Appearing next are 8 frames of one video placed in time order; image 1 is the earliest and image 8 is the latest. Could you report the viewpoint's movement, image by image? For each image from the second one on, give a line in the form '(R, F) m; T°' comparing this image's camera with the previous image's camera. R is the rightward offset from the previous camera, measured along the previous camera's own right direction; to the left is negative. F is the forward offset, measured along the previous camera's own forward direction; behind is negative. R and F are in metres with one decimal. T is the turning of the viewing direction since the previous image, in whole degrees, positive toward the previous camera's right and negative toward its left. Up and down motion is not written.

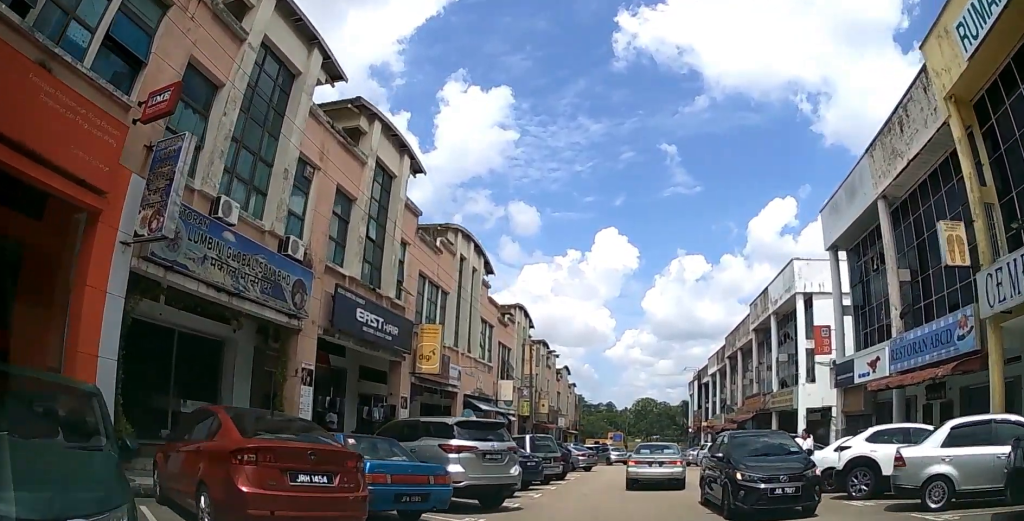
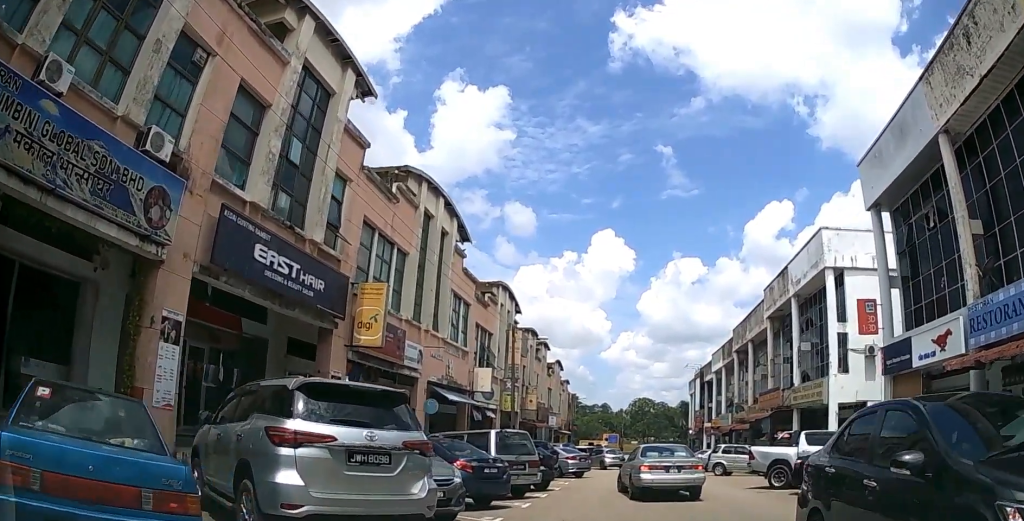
(0.0, +5.5) m; +2°
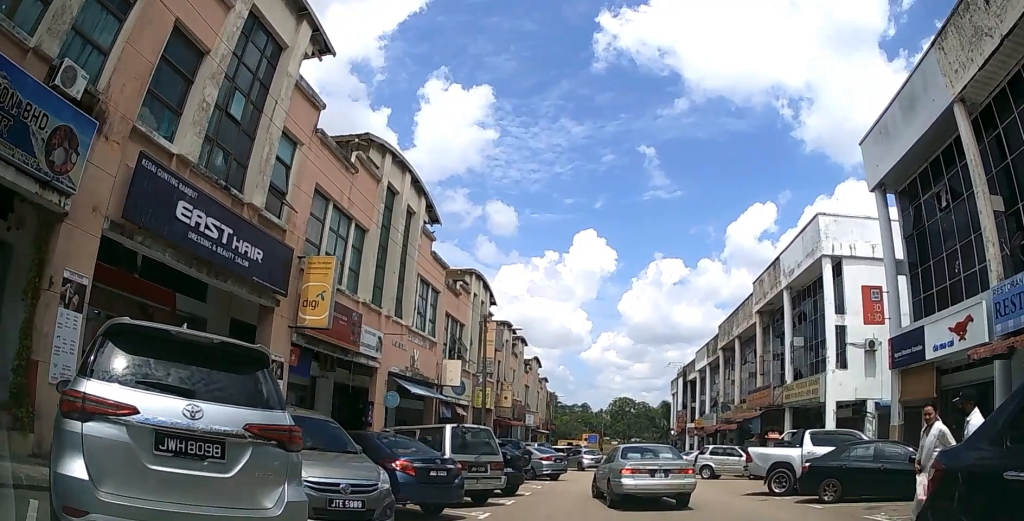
(+0.1, +2.0) m; +1°
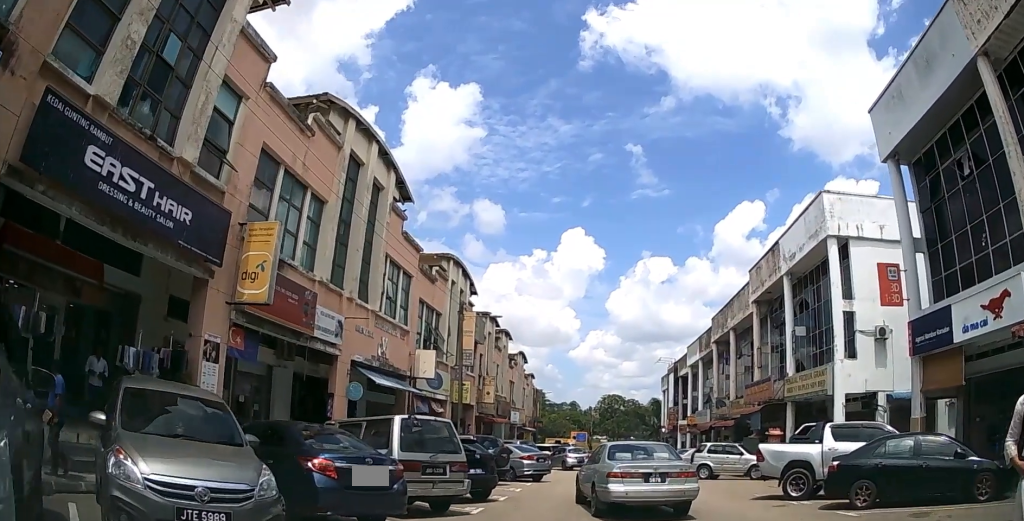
(0.0, +2.3) m; -1°
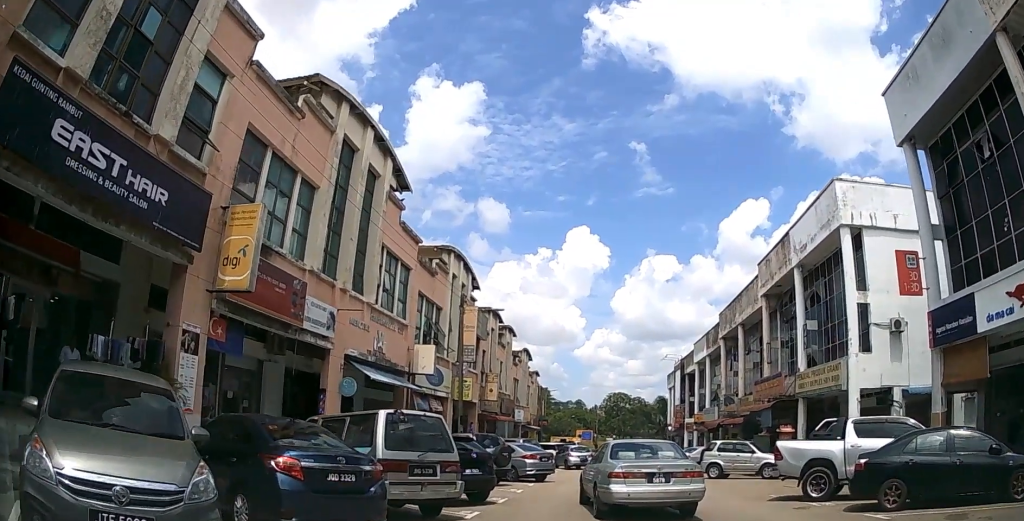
(0.0, +1.1) m; -2°
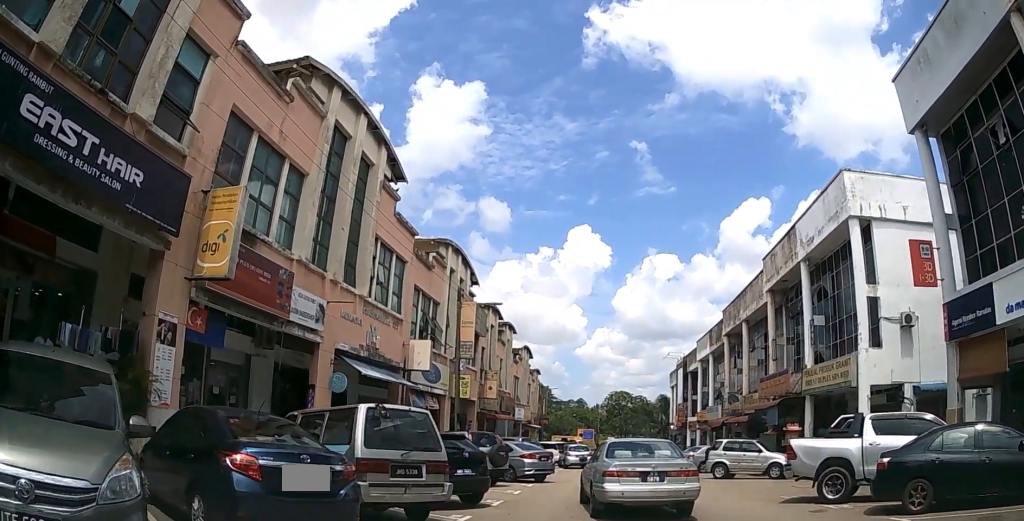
(0.0, +0.7) m; -1°
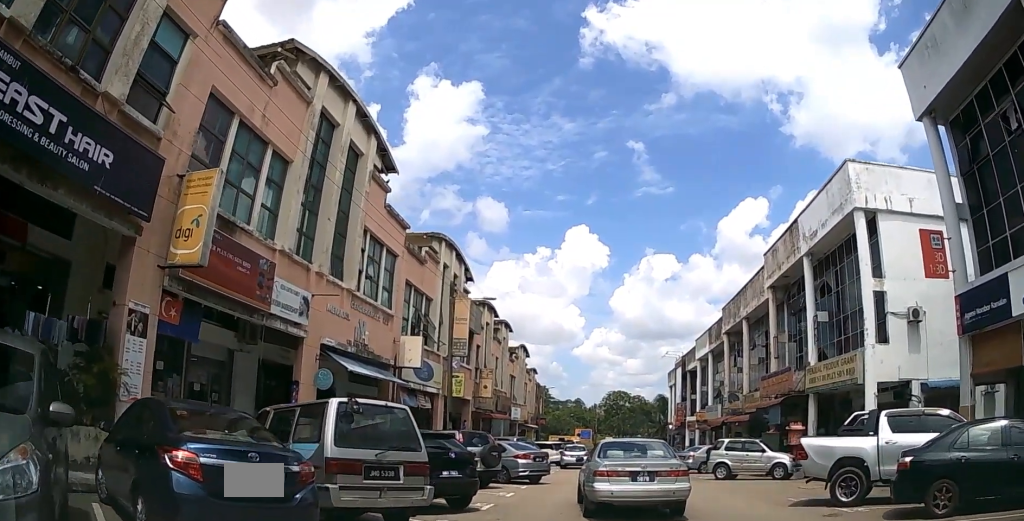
(0.0, +0.7) m; -1°
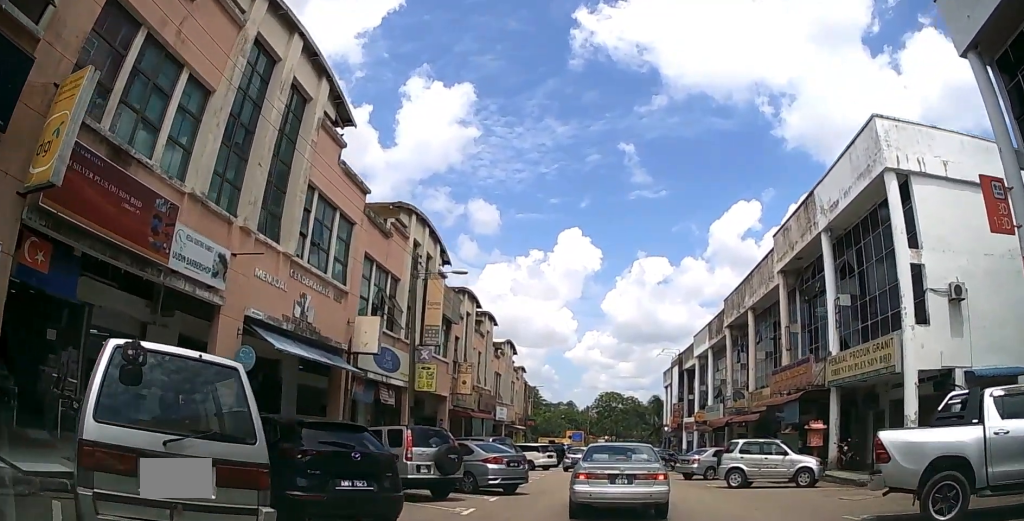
(+0.2, +3.8) m; +7°
